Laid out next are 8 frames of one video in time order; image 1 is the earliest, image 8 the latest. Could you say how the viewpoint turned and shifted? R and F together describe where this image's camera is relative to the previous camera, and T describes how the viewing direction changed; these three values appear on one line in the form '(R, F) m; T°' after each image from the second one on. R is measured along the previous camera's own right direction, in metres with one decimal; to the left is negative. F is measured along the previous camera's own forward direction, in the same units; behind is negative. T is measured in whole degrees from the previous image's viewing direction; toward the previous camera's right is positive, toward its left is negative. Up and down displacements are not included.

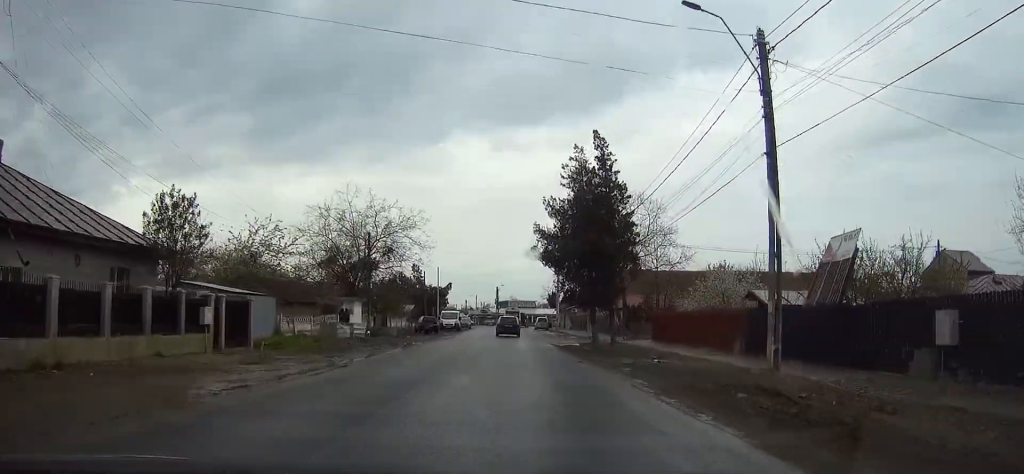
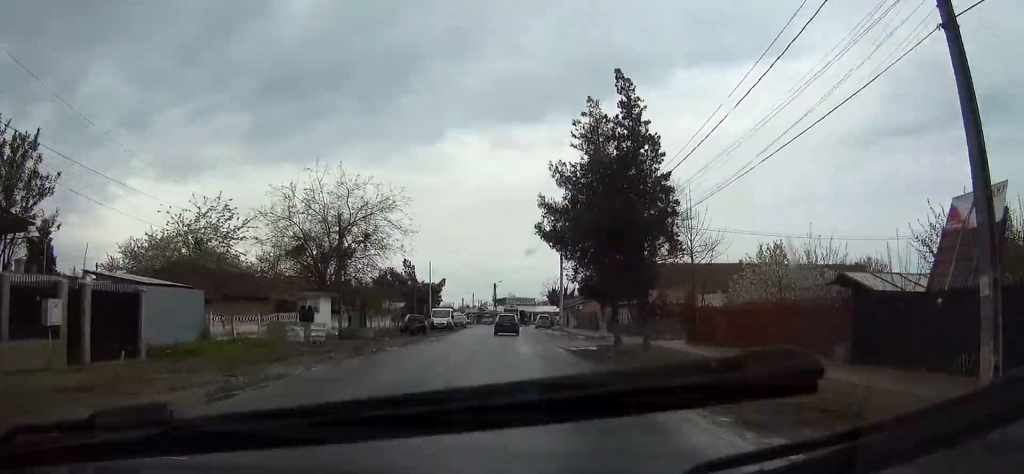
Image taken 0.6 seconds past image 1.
(0.0, +8.1) m; 0°
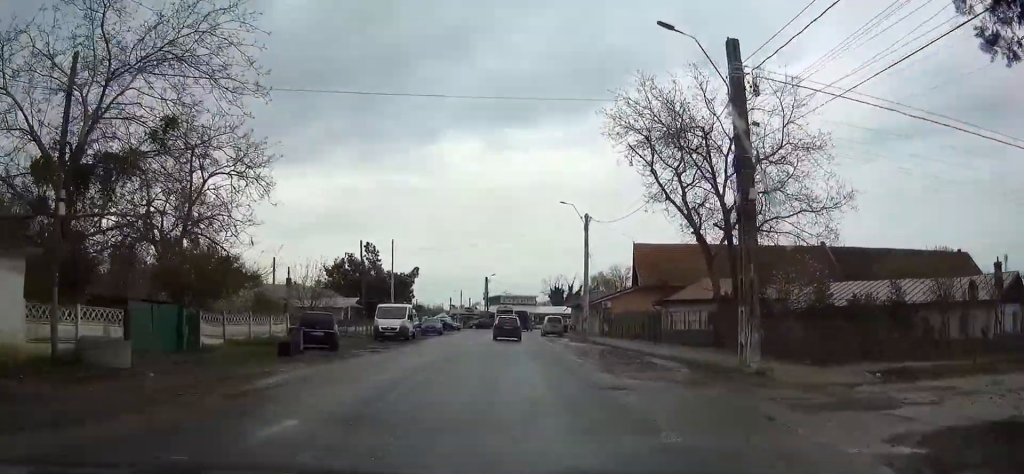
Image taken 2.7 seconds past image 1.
(+0.3, +27.6) m; 0°
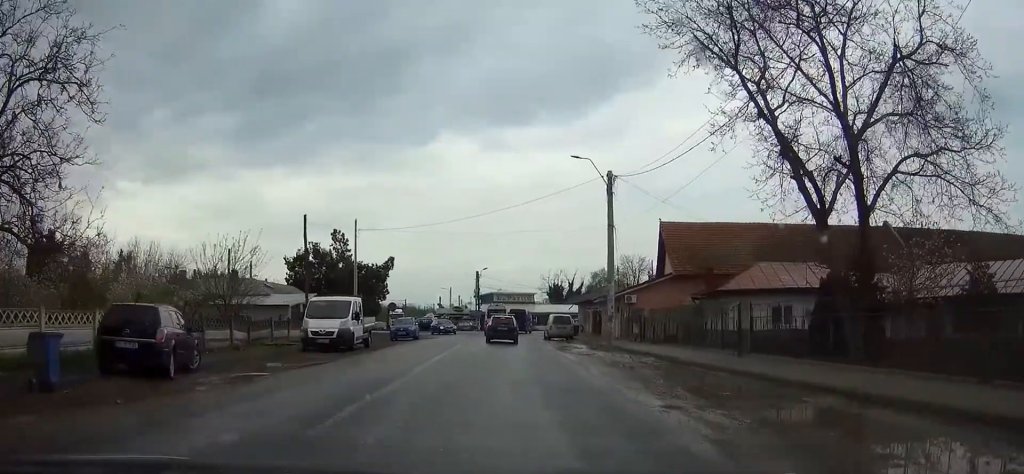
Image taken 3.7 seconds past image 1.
(-0.1, +13.8) m; 0°
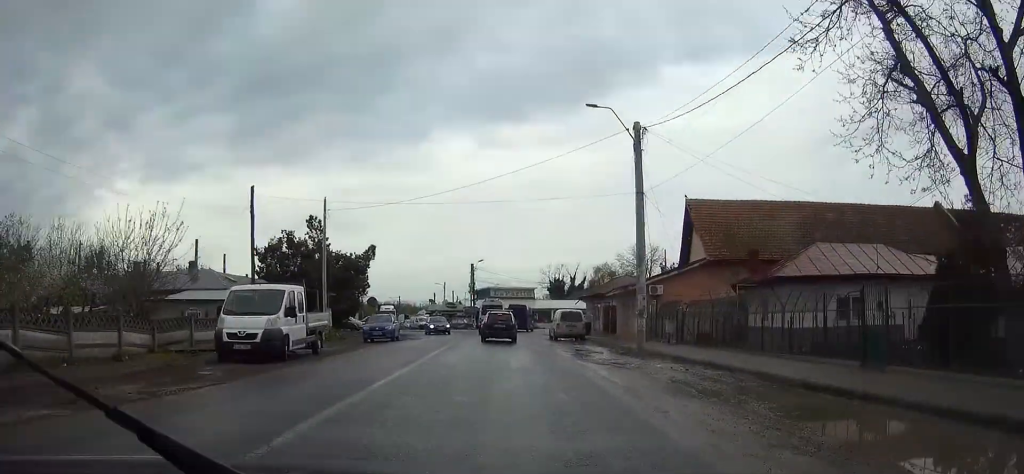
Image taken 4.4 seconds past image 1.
(+0.1, +8.4) m; +1°
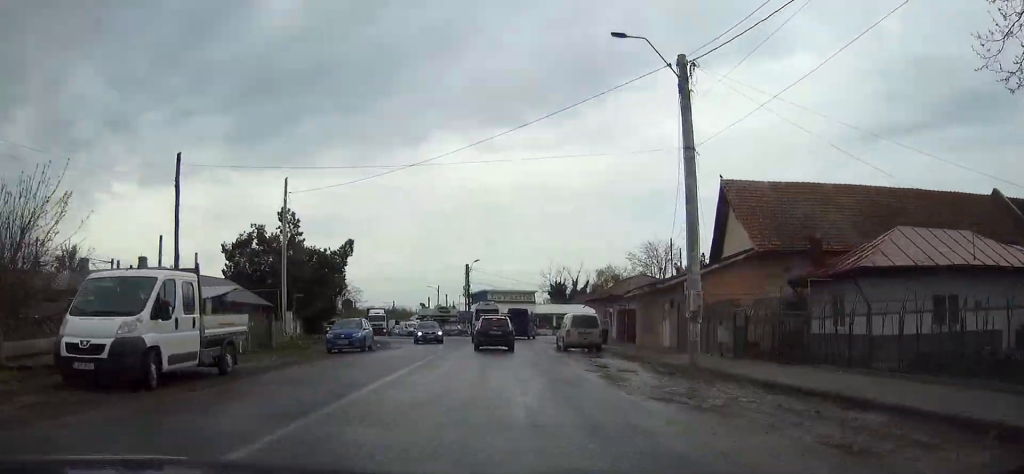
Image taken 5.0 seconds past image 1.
(+0.1, +7.7) m; 0°
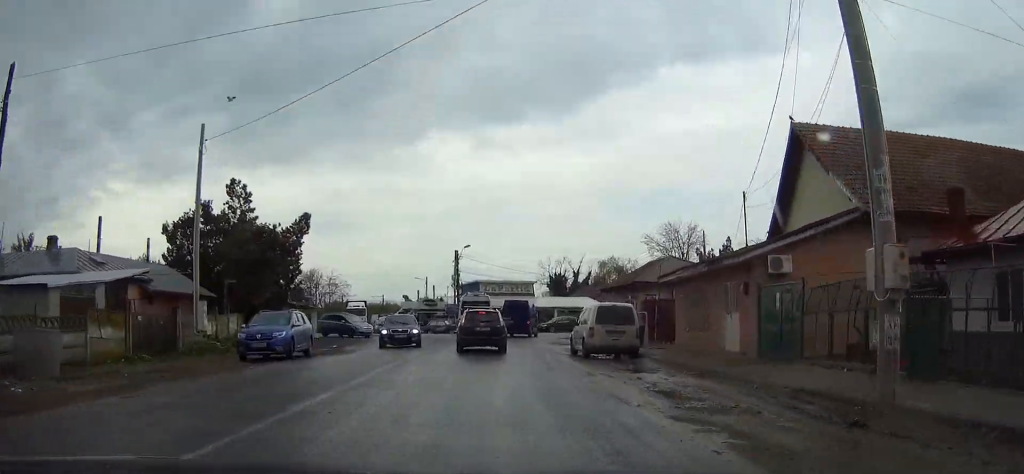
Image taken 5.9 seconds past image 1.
(0.0, +10.1) m; 0°
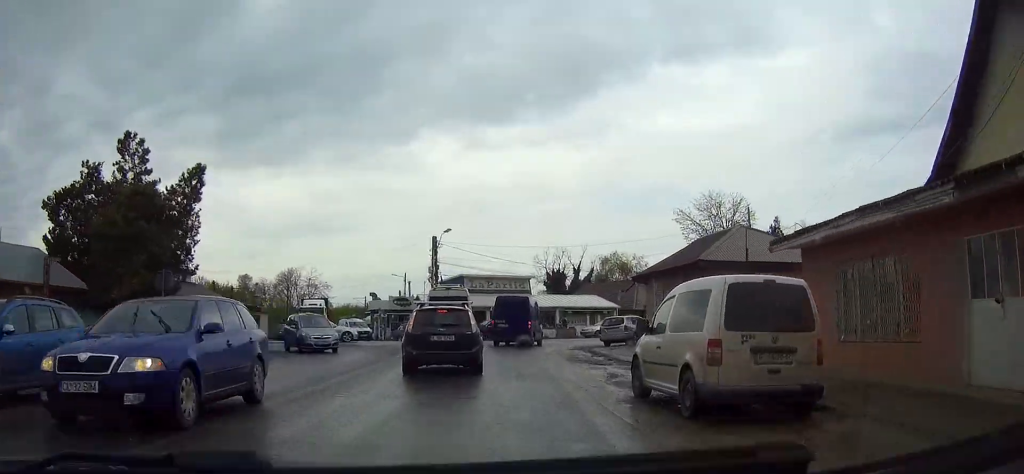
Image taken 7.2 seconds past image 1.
(0.0, +14.1) m; +1°
